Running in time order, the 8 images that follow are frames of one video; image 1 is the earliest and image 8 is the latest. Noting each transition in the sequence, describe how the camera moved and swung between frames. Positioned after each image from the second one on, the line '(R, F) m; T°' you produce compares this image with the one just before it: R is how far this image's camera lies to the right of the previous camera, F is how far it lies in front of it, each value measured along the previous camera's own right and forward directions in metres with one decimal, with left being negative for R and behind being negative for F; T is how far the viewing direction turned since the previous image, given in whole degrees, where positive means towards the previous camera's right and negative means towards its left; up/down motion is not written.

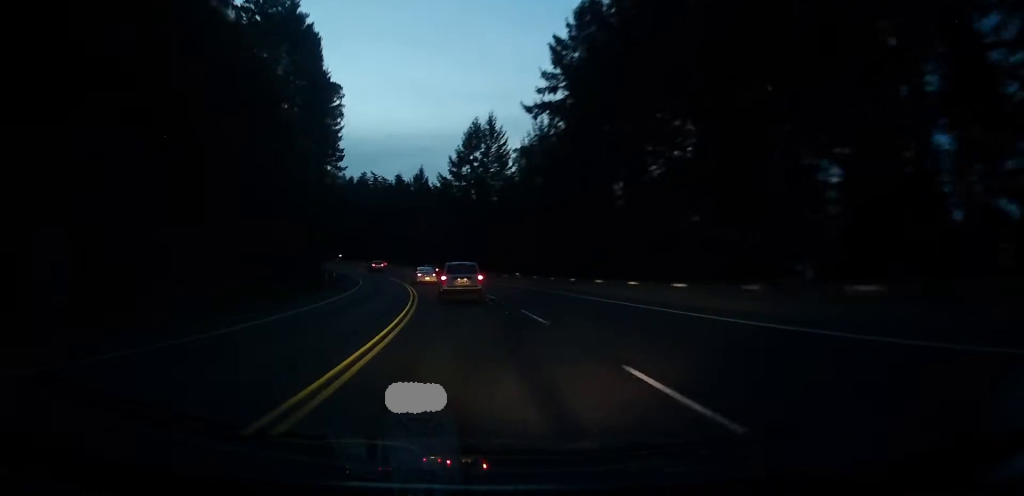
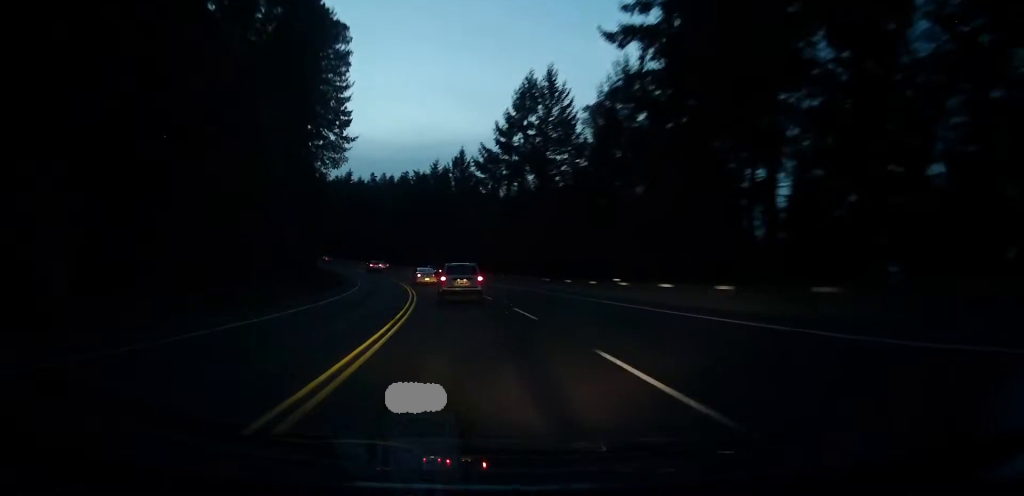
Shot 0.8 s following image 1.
(-1.3, +23.5) m; -6°
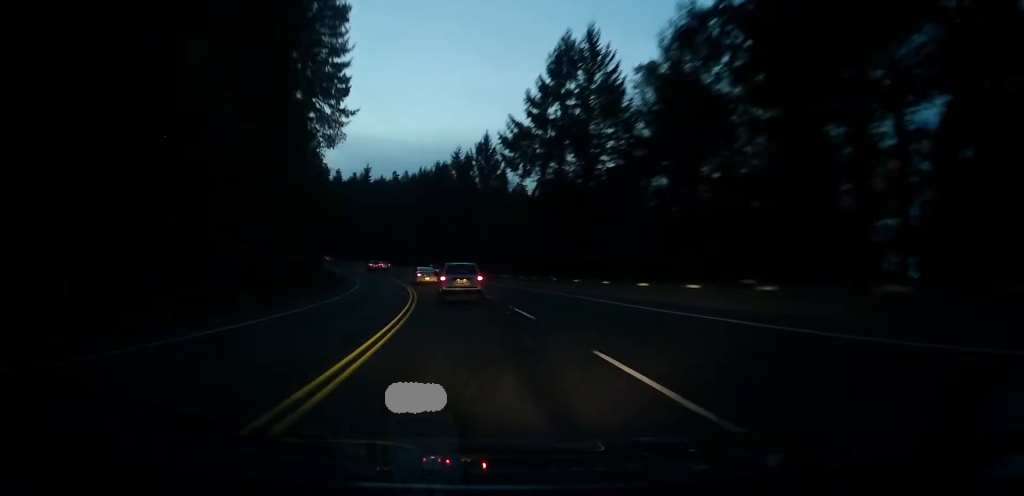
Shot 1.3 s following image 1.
(-0.5, +12.3) m; -3°
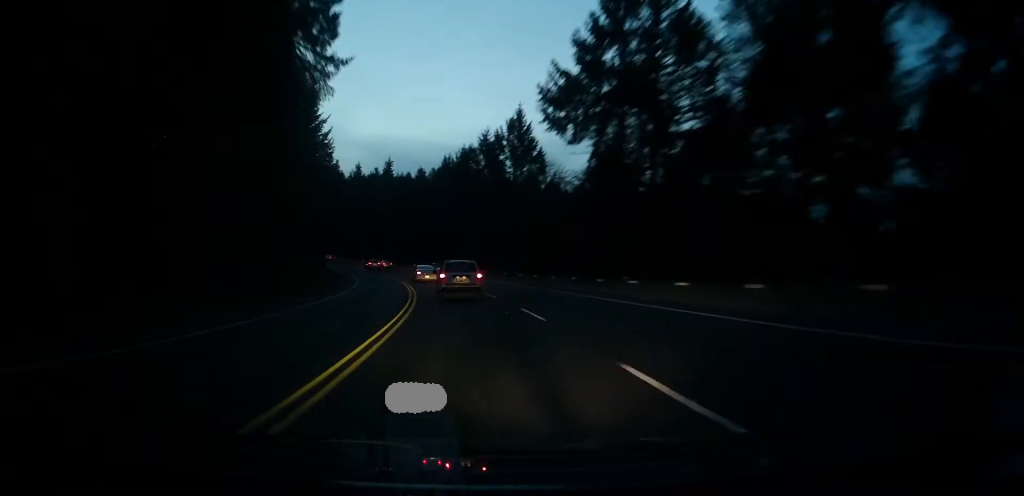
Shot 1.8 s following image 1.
(-0.4, +14.2) m; -3°
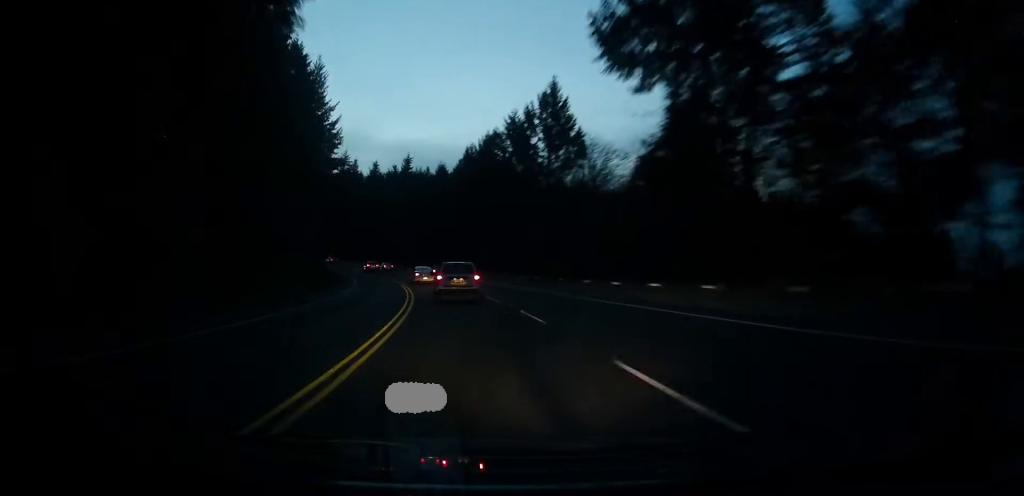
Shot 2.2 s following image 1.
(+0.1, +12.3) m; -2°
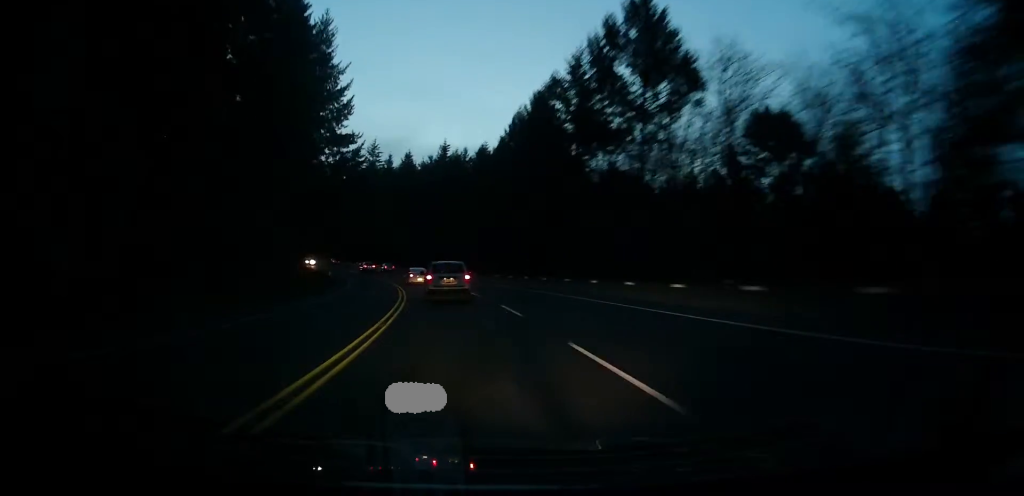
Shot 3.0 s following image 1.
(-1.2, +22.6) m; -3°
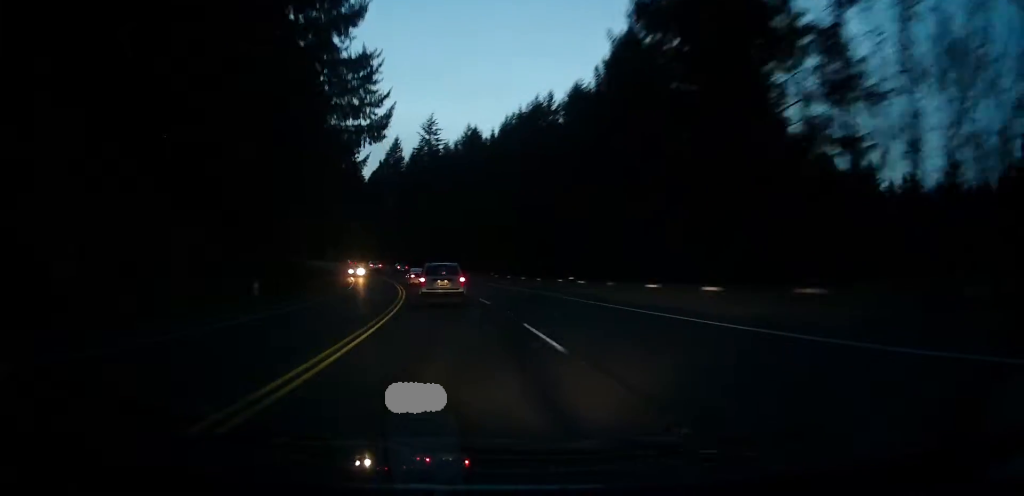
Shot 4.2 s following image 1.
(-0.7, +32.9) m; -5°
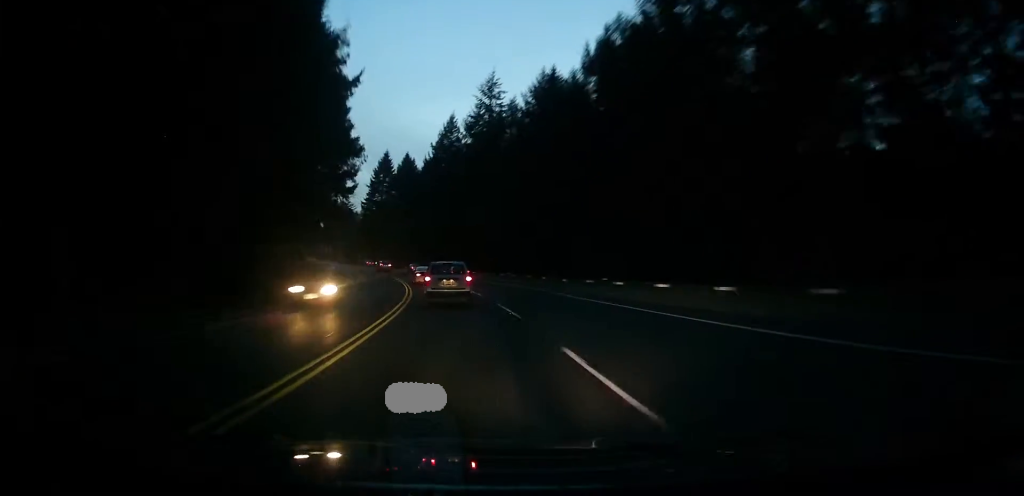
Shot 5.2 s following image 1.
(-2.0, +29.6) m; -5°
